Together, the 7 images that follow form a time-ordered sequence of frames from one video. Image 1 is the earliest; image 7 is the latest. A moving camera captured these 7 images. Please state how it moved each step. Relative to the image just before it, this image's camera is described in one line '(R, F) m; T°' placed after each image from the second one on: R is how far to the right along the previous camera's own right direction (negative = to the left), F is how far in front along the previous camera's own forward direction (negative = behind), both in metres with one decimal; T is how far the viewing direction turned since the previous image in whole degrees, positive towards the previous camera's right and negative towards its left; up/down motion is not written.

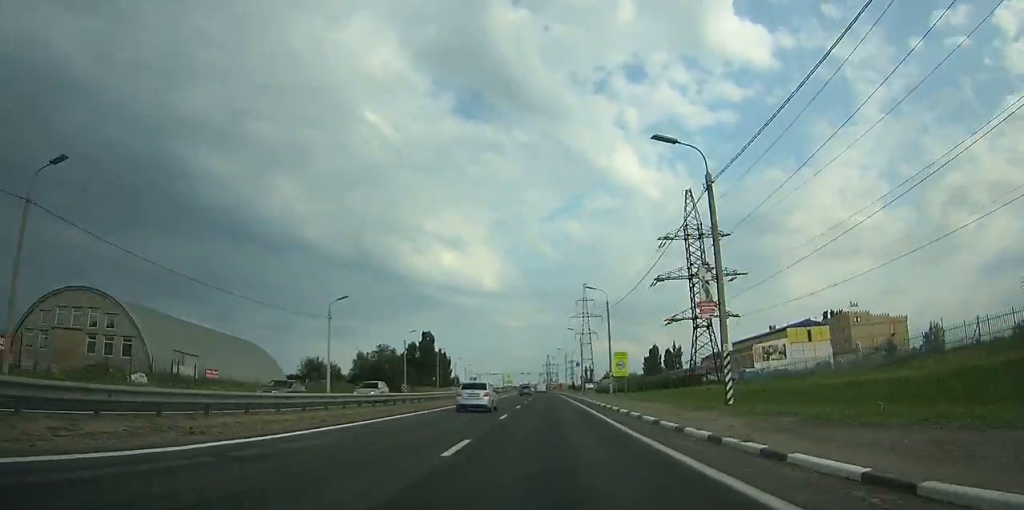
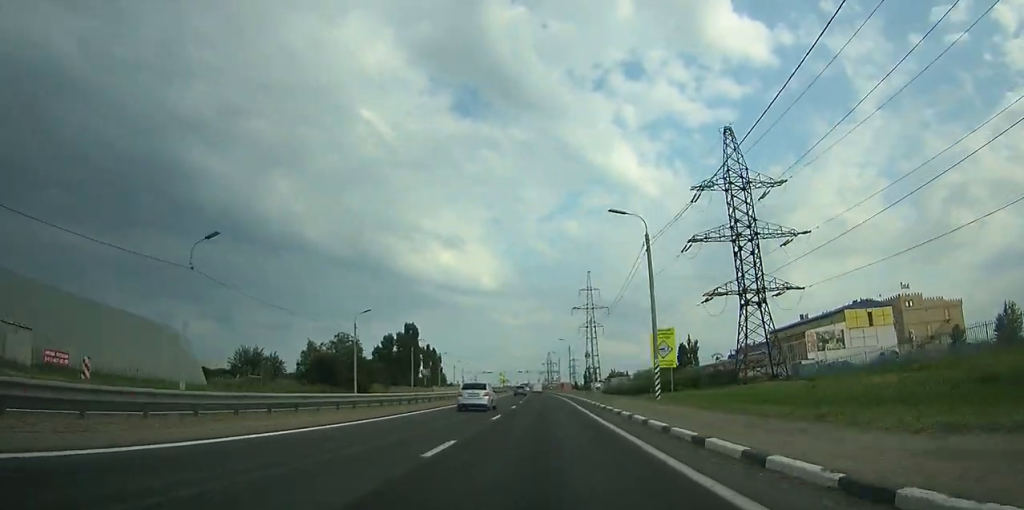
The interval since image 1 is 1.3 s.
(+0.1, +24.8) m; 0°
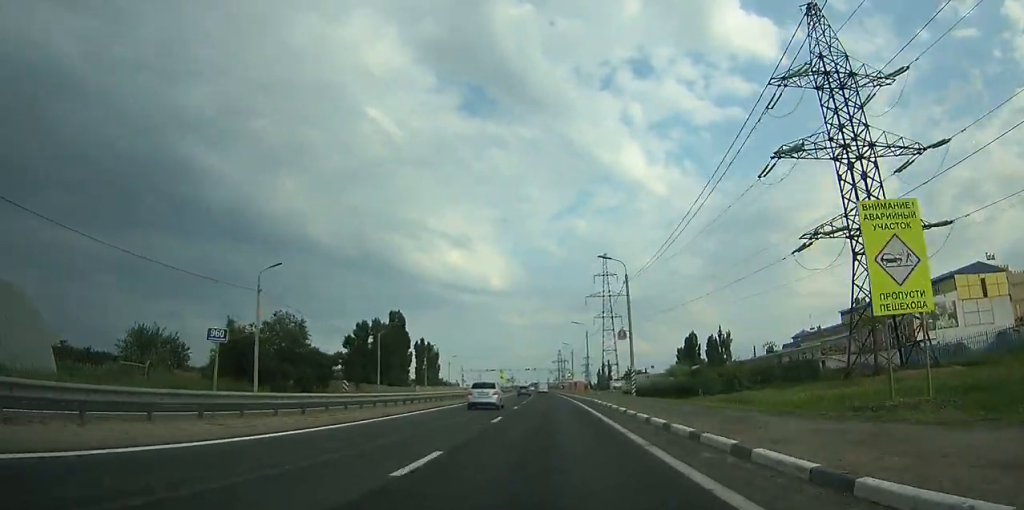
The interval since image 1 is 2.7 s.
(-0.2, +26.8) m; -1°
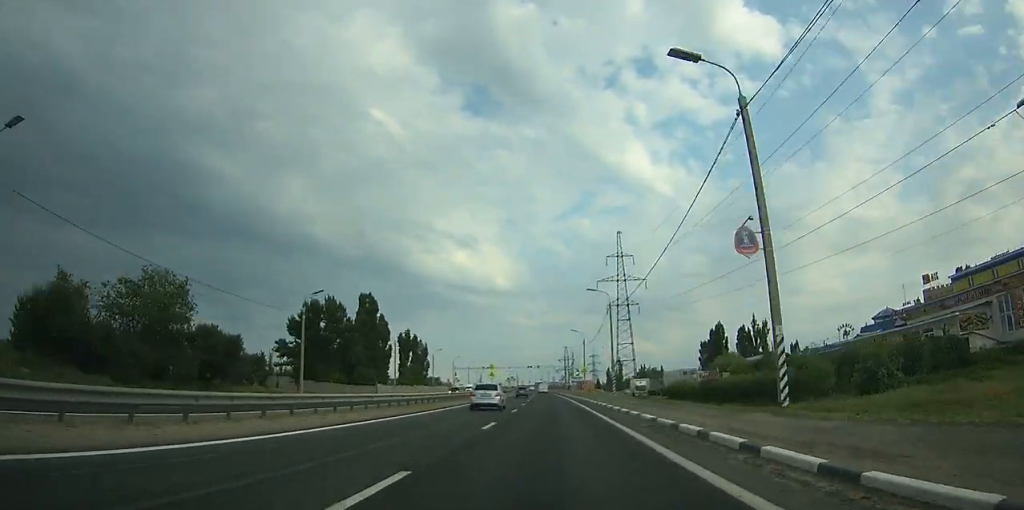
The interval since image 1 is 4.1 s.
(0.0, +26.8) m; -1°
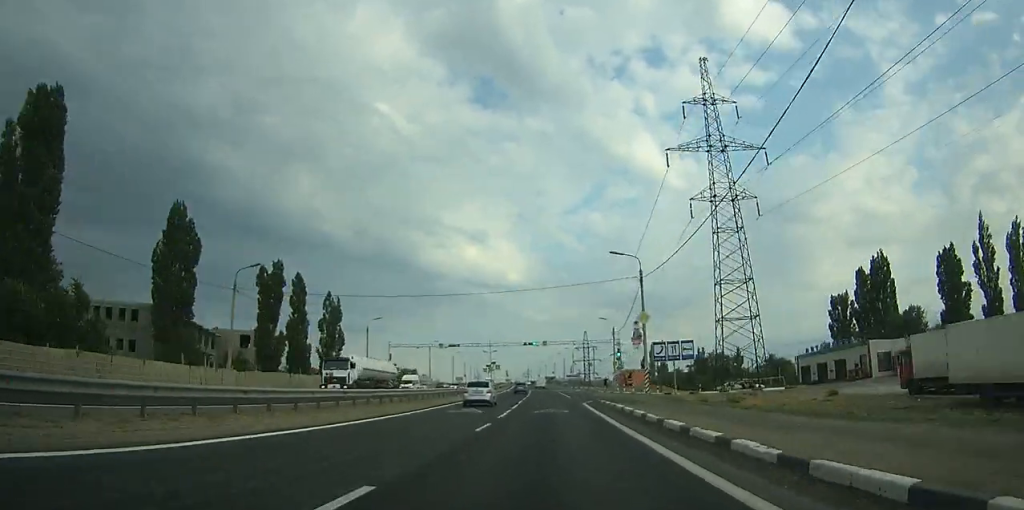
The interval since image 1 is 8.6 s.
(-1.3, +83.0) m; -2°
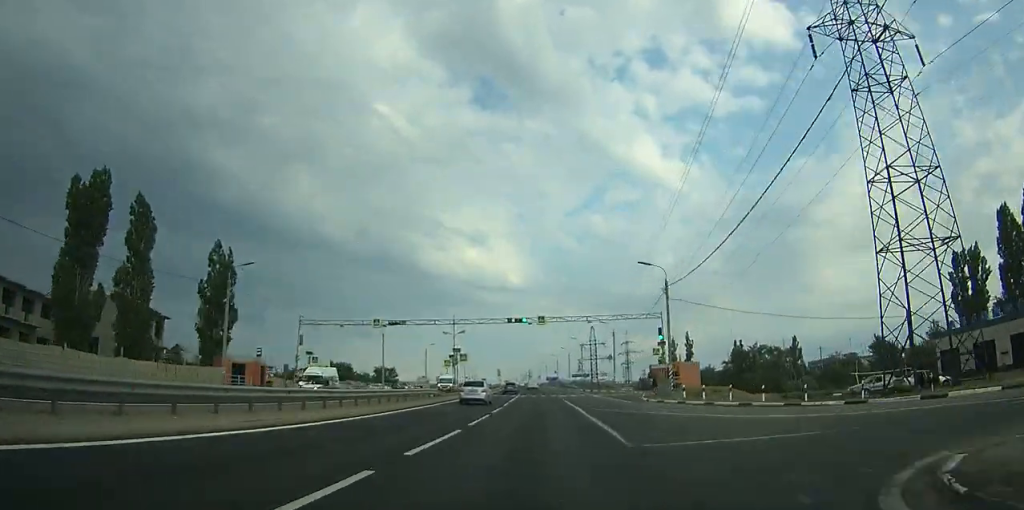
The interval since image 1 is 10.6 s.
(0.0, +35.6) m; -1°
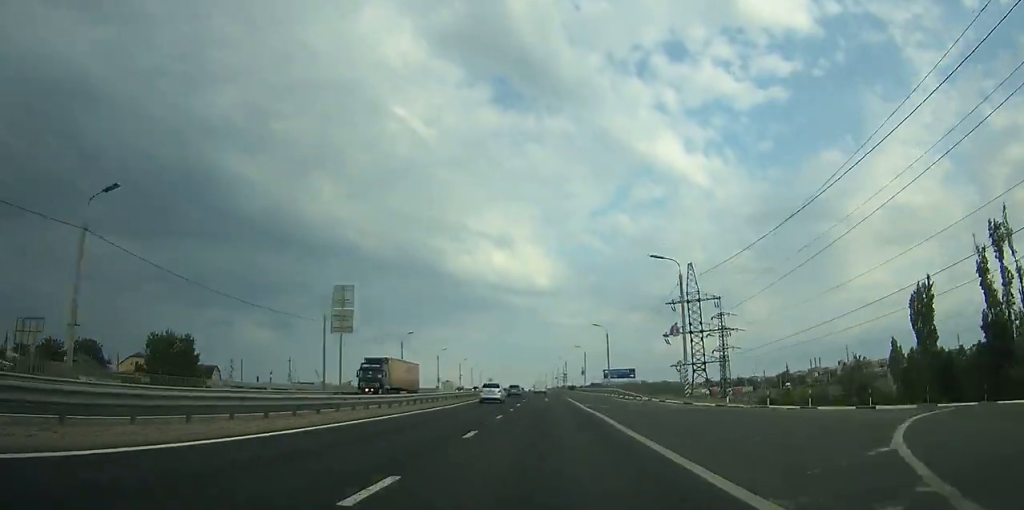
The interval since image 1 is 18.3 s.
(-4.0, +138.4) m; -3°
